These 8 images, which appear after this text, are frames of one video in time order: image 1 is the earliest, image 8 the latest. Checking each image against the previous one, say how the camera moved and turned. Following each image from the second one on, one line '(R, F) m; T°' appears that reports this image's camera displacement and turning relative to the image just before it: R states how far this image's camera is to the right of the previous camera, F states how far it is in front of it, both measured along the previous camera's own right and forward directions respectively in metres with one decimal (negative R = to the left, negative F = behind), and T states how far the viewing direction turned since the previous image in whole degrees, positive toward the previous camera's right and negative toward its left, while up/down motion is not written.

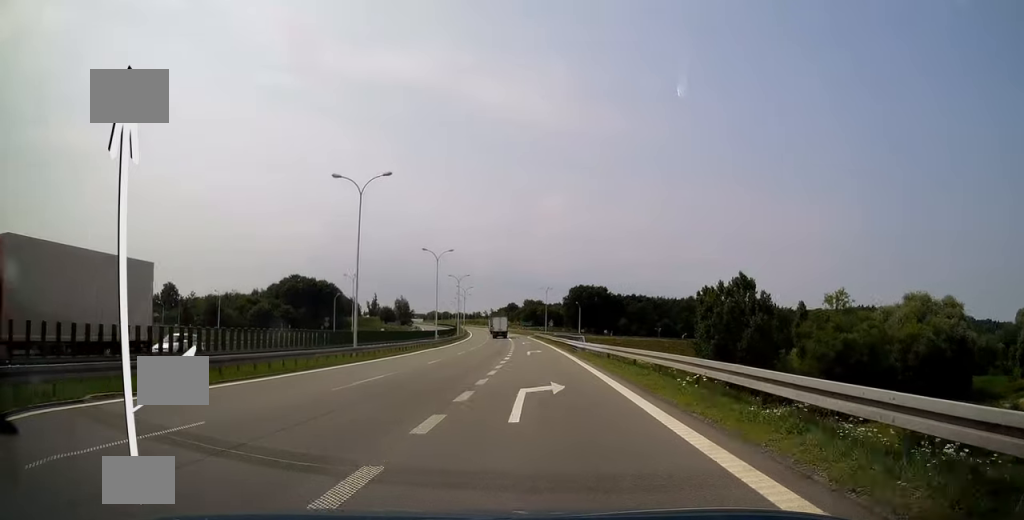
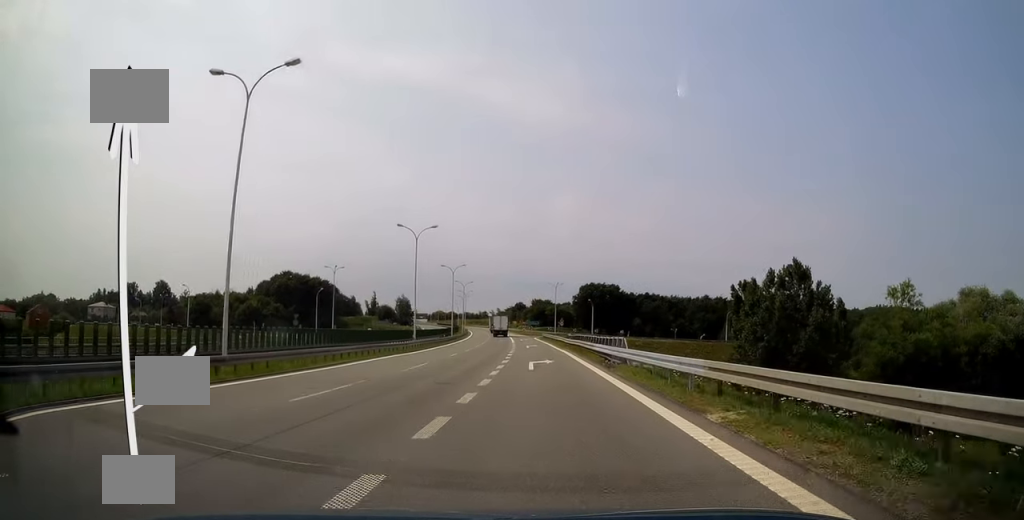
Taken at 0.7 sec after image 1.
(-0.3, +16.6) m; -1°
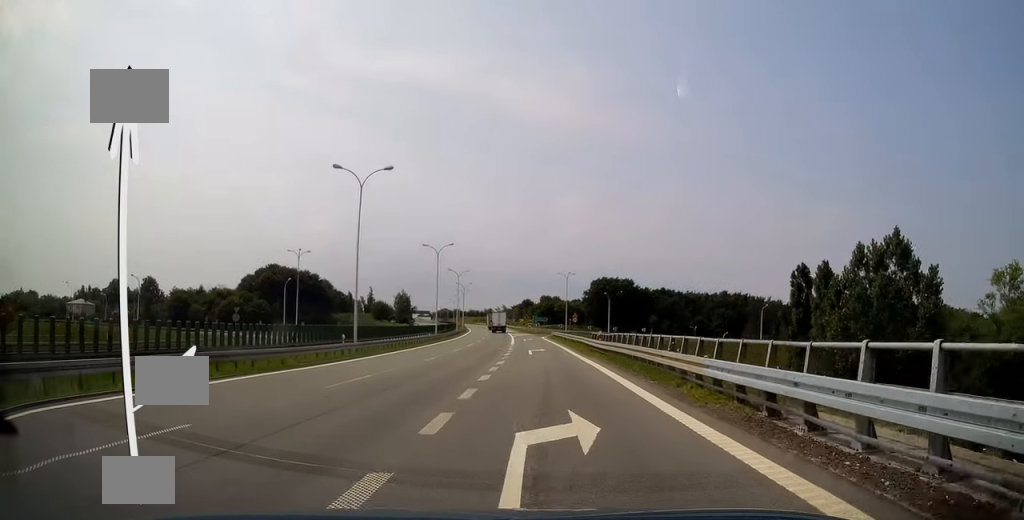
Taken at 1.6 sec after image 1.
(+0.1, +20.1) m; -1°
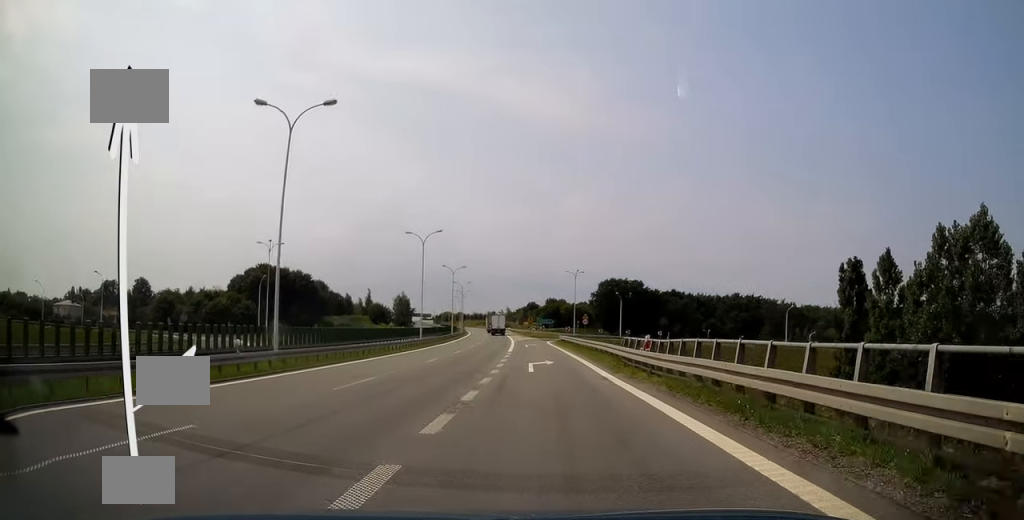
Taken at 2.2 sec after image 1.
(-0.1, +11.8) m; -1°
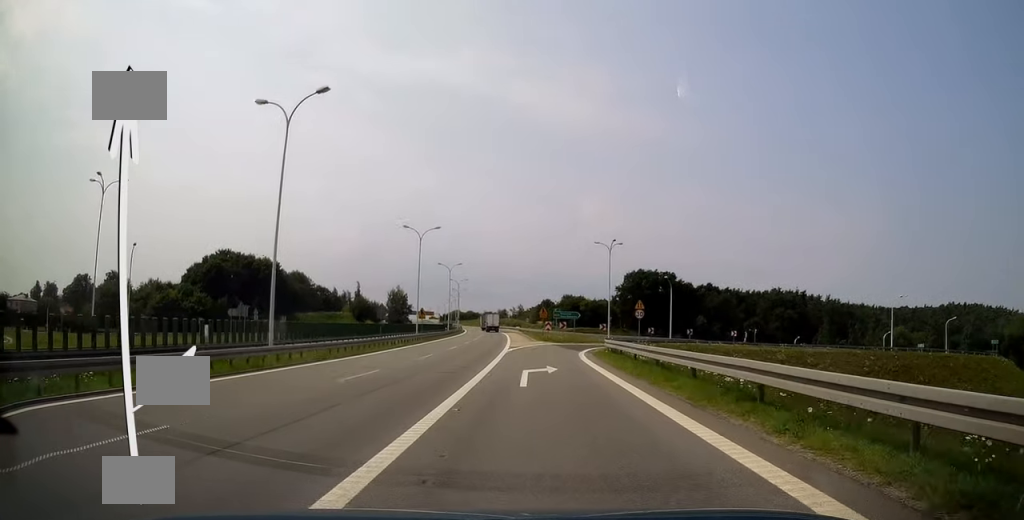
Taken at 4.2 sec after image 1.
(-0.8, +37.2) m; -1°
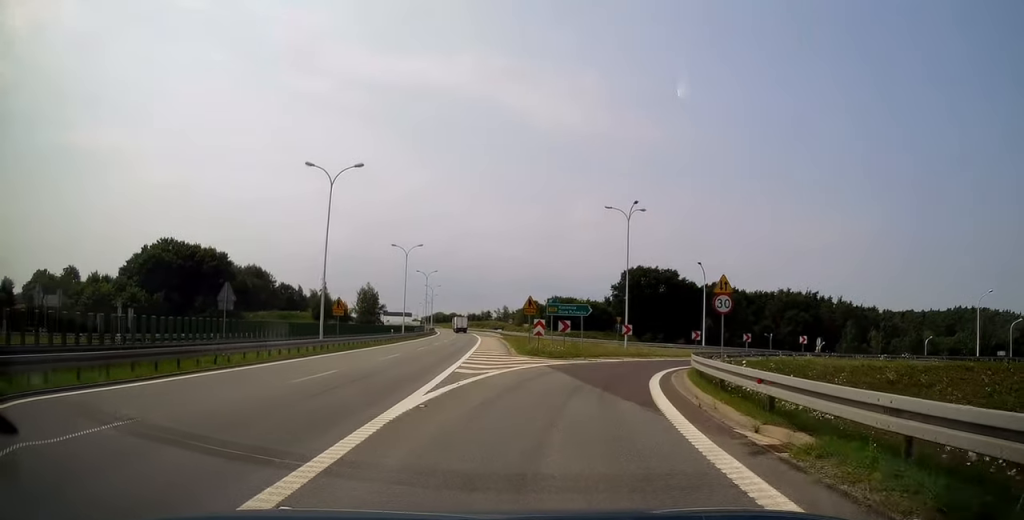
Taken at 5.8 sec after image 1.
(+0.1, +25.1) m; 0°
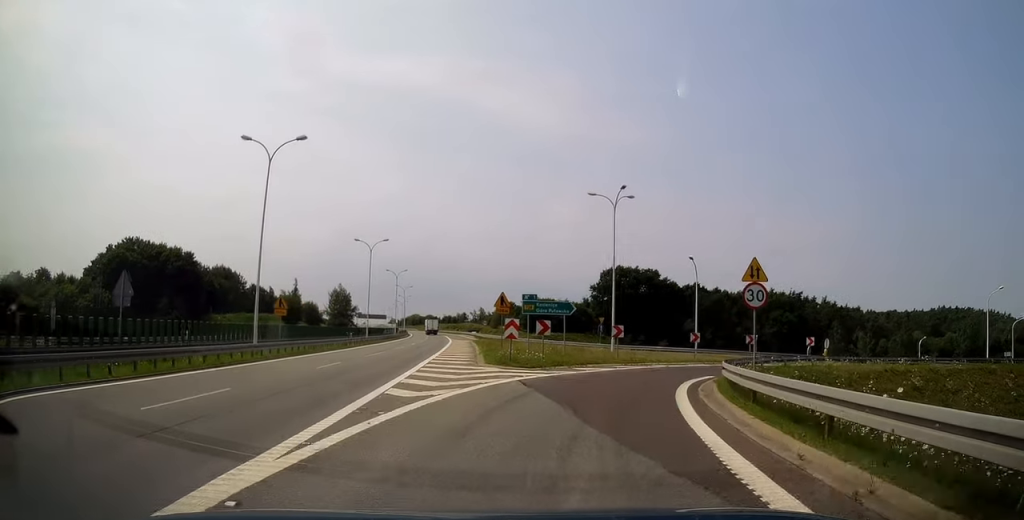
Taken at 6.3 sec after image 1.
(0.0, +6.1) m; +3°
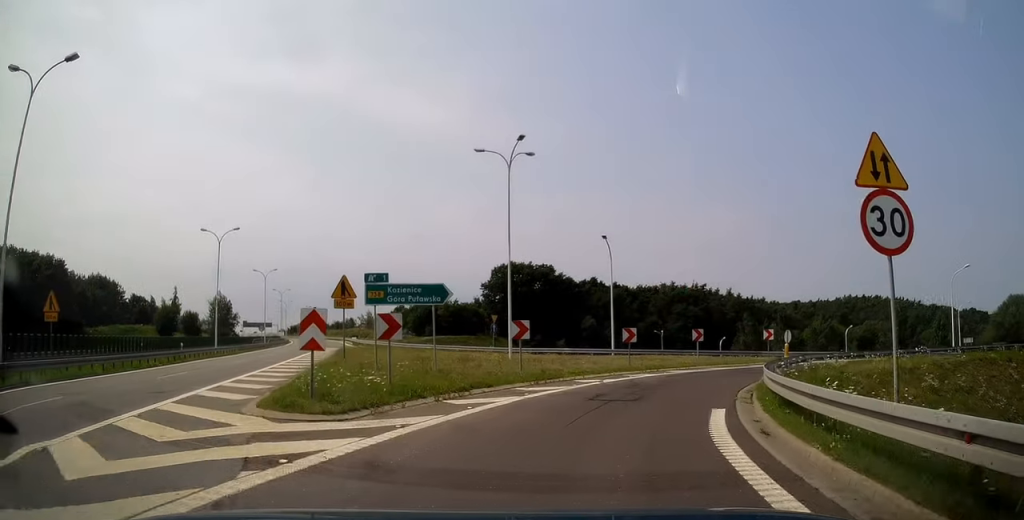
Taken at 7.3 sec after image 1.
(+0.7, +11.9) m; +10°
